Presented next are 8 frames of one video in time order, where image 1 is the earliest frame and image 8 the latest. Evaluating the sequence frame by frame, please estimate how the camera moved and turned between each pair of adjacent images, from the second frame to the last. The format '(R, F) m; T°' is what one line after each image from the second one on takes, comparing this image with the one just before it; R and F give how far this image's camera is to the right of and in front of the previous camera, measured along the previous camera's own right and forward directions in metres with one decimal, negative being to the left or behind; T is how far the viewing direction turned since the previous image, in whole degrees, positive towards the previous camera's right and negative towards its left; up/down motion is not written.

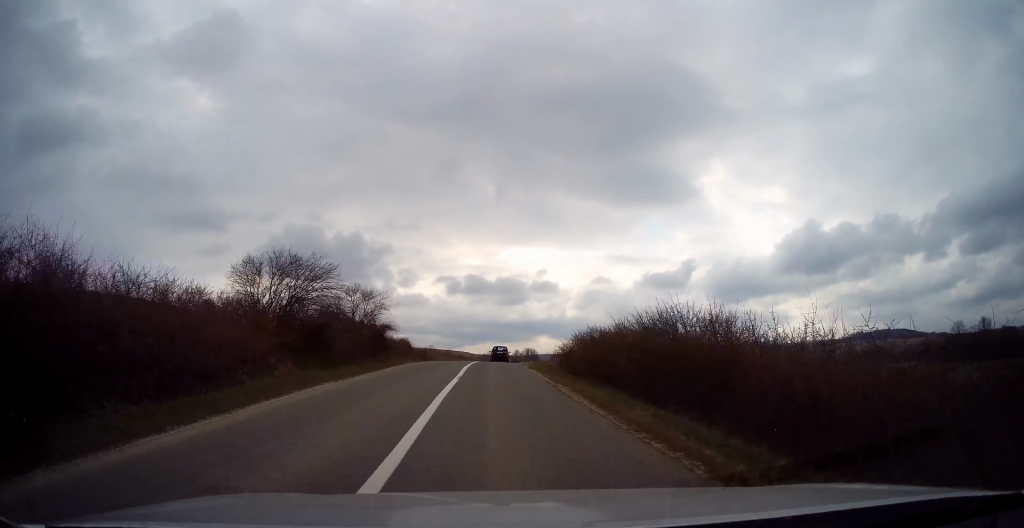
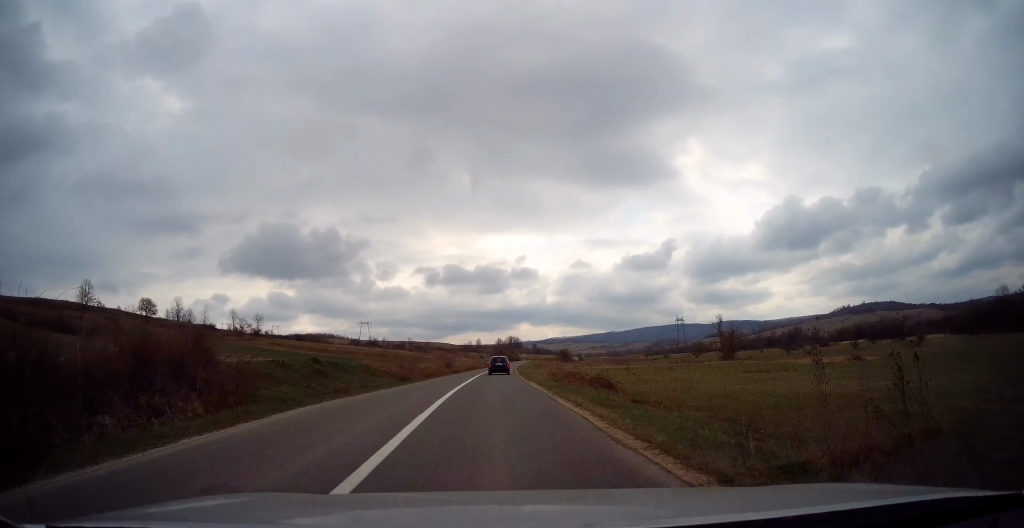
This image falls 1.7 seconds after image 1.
(+0.4, +35.0) m; +1°
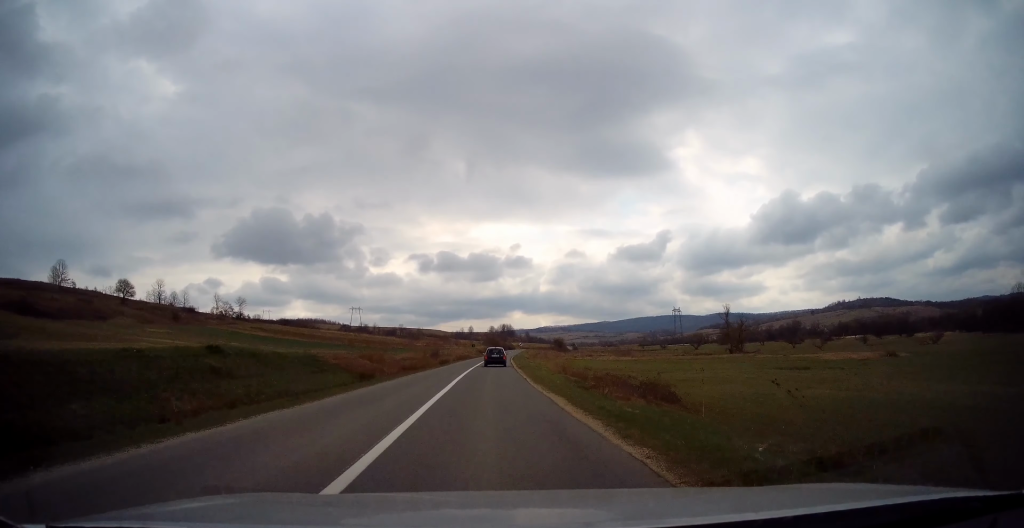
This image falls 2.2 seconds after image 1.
(-0.1, +10.9) m; +1°
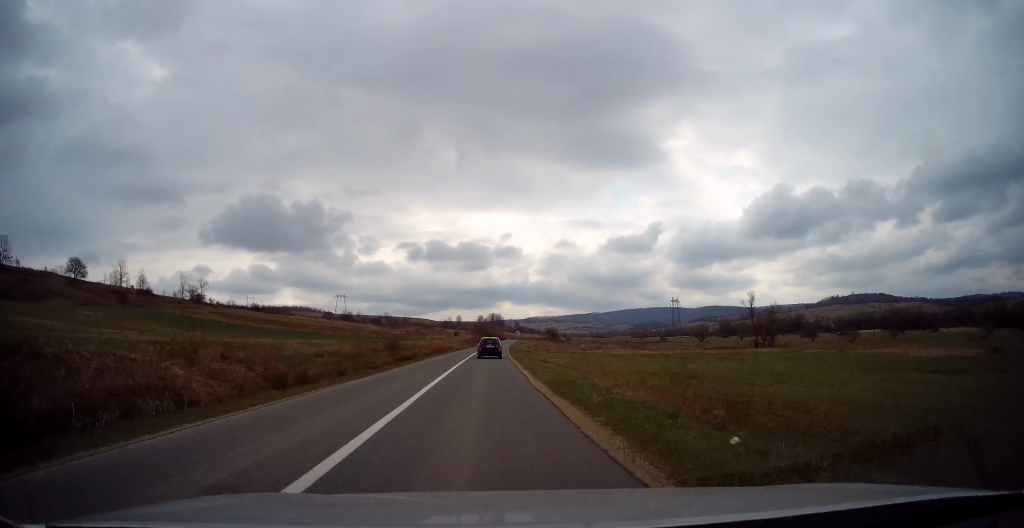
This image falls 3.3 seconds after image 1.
(+0.4, +22.7) m; +1°
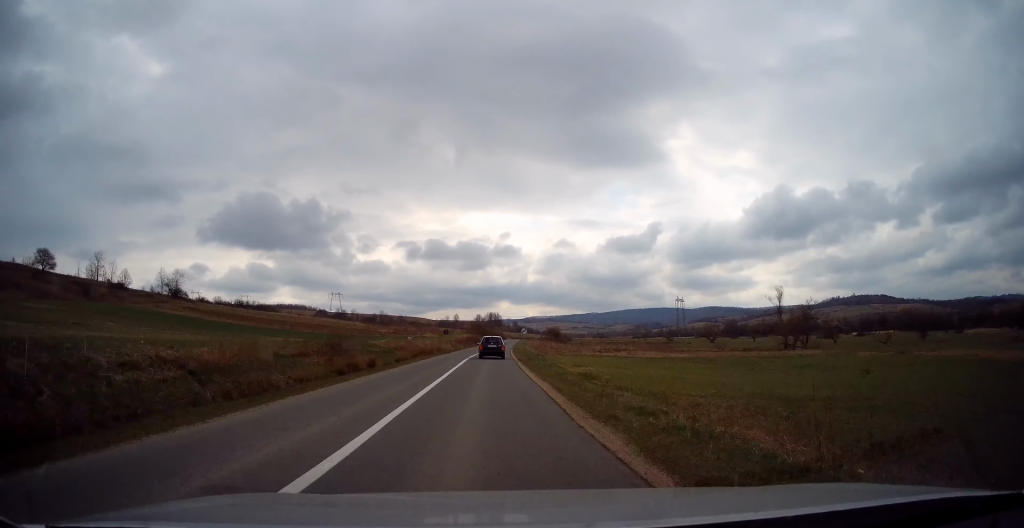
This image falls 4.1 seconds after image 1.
(0.0, +16.0) m; +1°
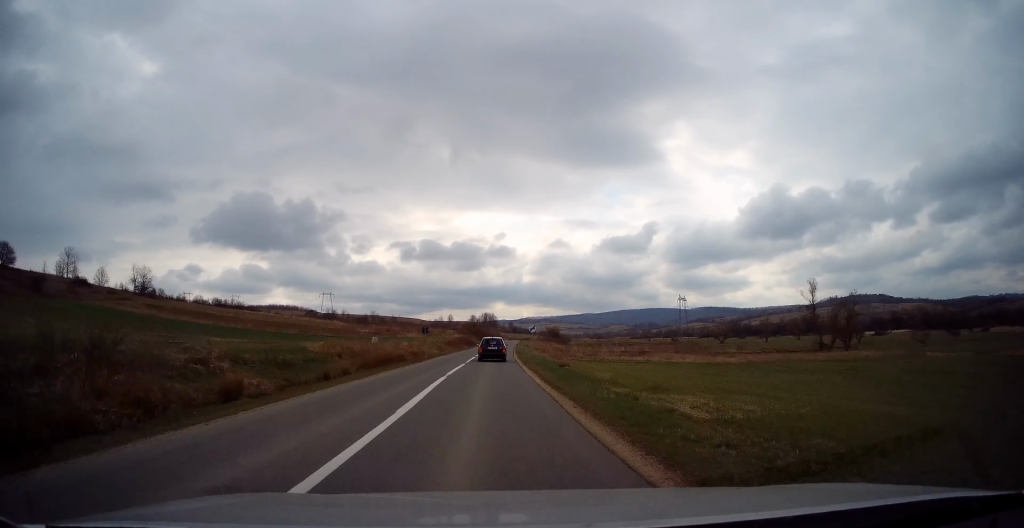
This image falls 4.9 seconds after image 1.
(+0.2, +16.1) m; +1°
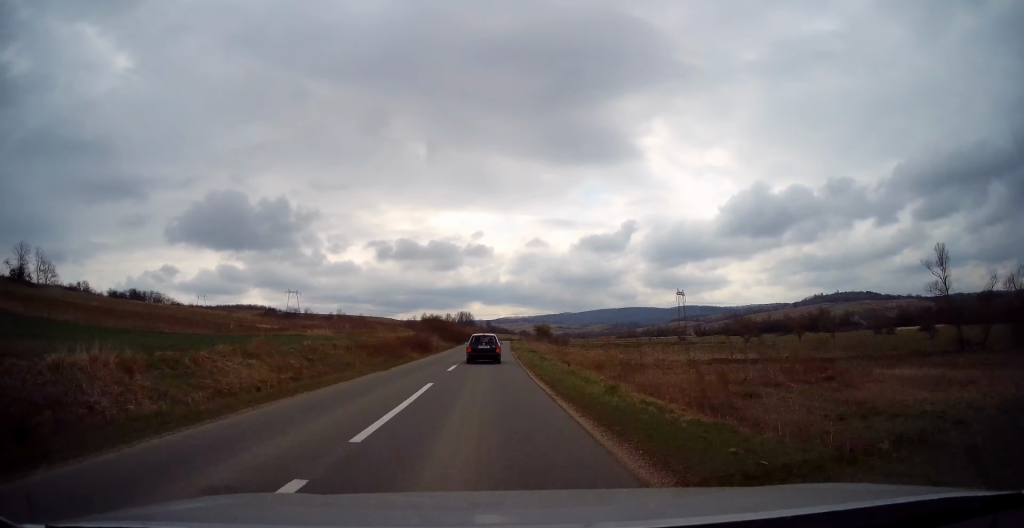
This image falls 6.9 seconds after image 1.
(+0.7, +43.1) m; +2°
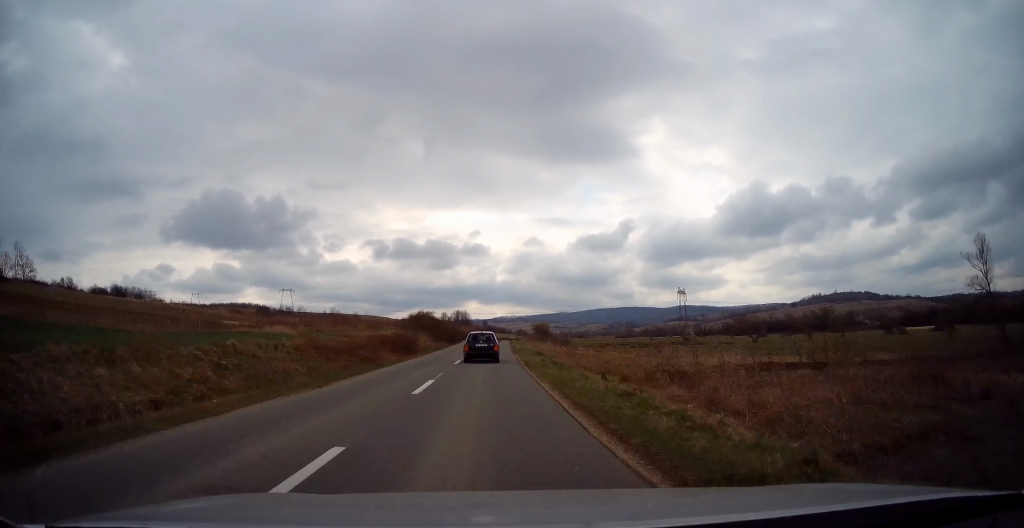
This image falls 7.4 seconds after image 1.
(+0.1, +9.0) m; 0°
